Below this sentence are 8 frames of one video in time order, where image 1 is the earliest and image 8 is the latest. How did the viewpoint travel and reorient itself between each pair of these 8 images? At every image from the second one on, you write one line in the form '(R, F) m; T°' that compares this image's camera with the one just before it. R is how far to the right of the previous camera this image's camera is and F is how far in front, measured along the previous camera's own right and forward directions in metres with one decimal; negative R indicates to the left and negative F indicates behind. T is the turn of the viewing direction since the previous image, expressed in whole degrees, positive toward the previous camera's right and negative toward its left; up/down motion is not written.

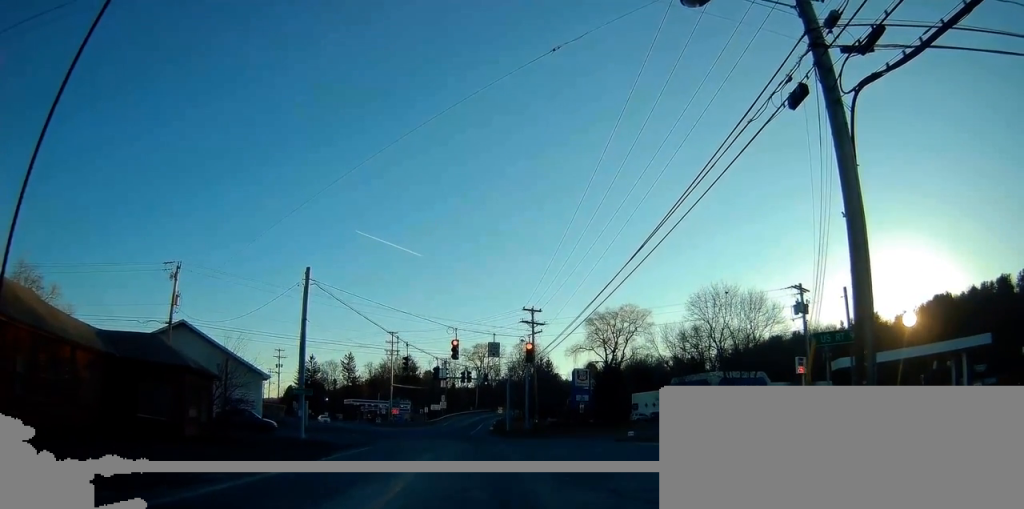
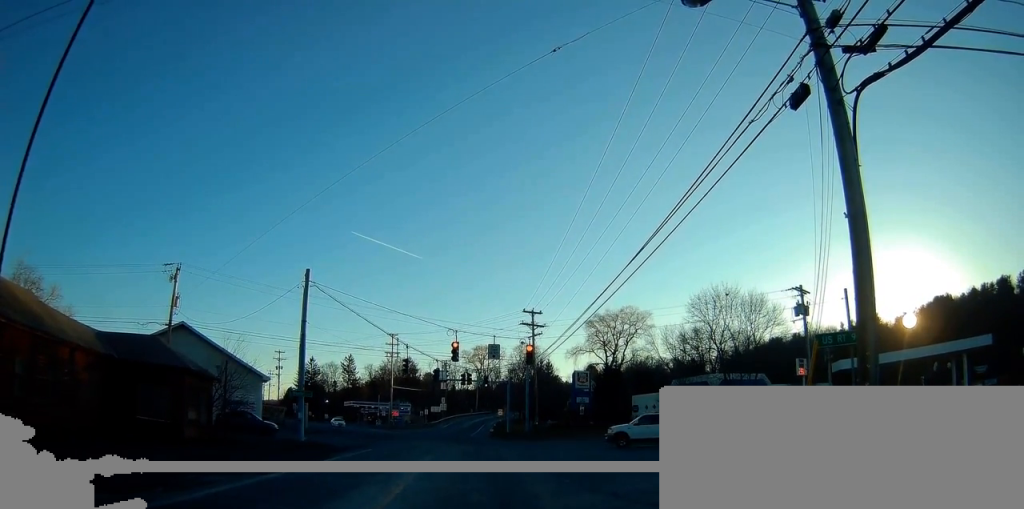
(-0.1, +0.4) m; 0°
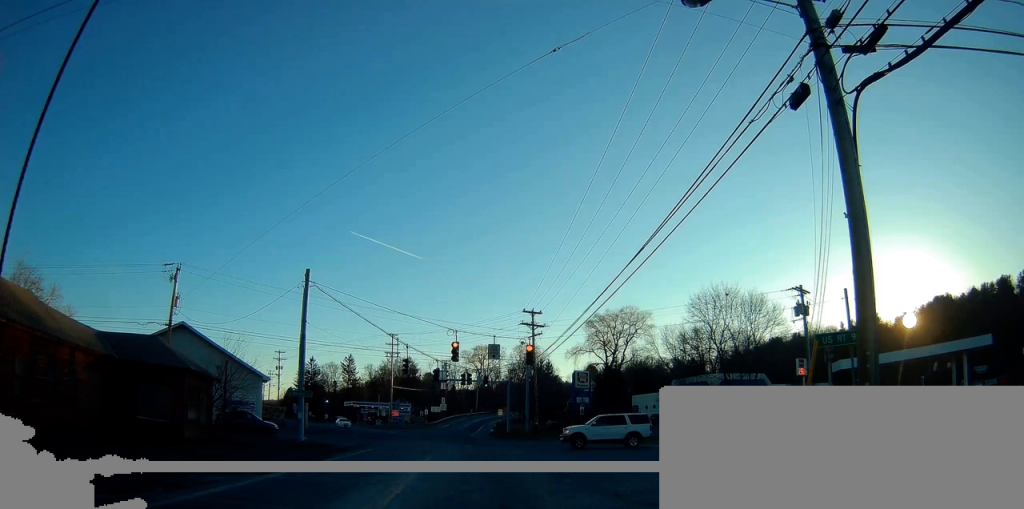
(0.0, 0.0) m; 0°
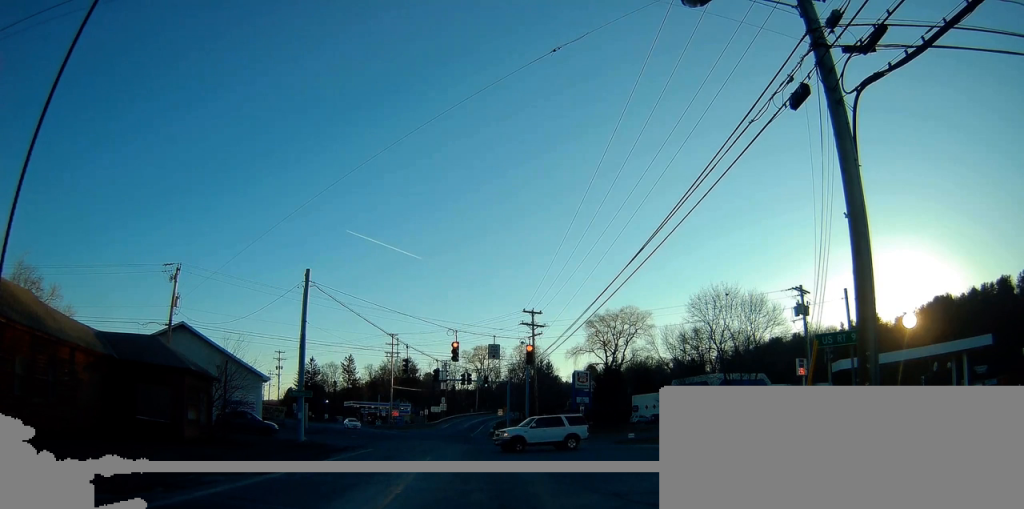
(0.0, 0.0) m; 0°
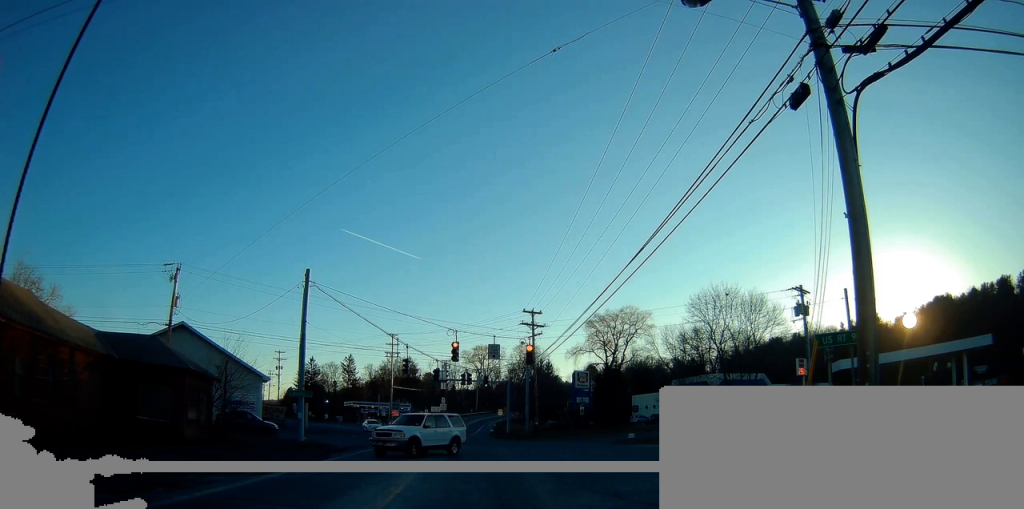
(0.0, 0.0) m; 0°
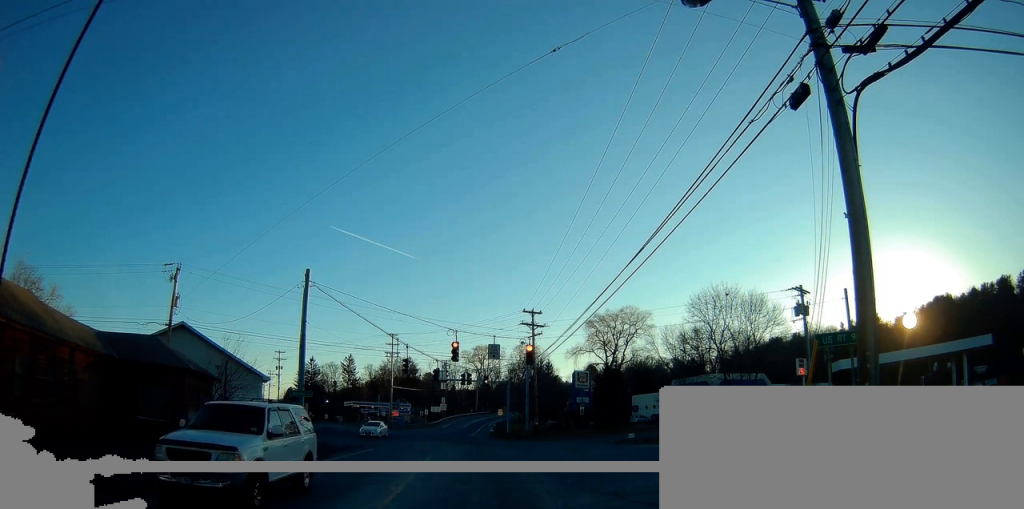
(0.0, 0.0) m; 0°
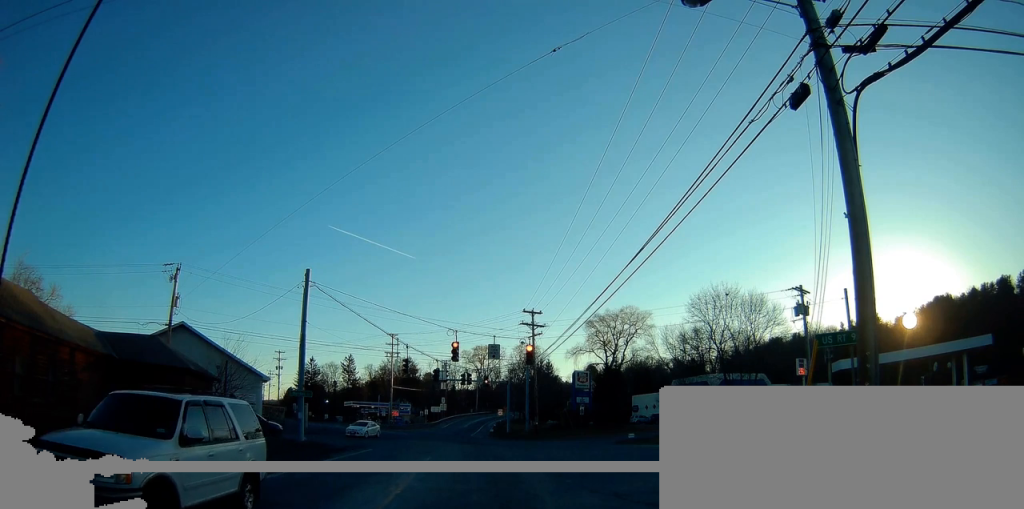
(0.0, 0.0) m; 0°
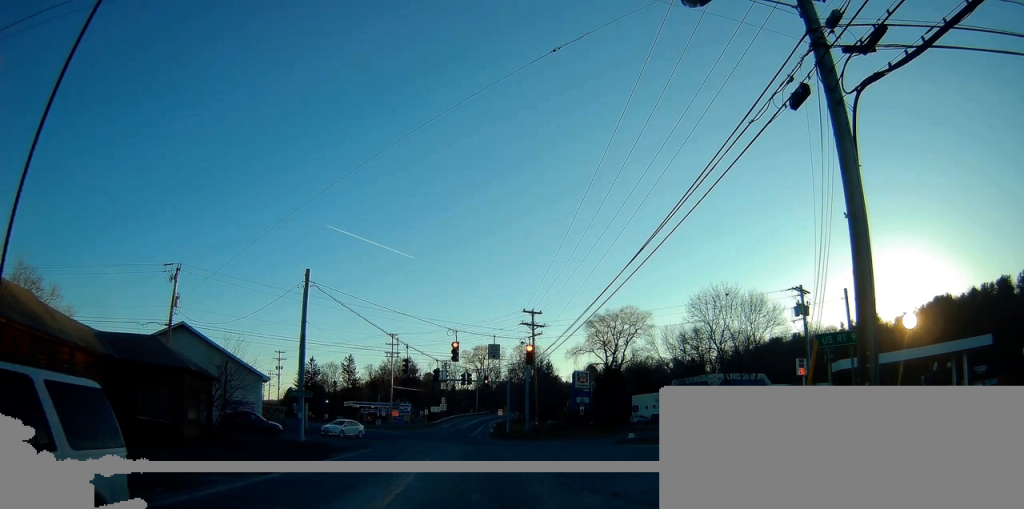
(0.0, 0.0) m; 0°
